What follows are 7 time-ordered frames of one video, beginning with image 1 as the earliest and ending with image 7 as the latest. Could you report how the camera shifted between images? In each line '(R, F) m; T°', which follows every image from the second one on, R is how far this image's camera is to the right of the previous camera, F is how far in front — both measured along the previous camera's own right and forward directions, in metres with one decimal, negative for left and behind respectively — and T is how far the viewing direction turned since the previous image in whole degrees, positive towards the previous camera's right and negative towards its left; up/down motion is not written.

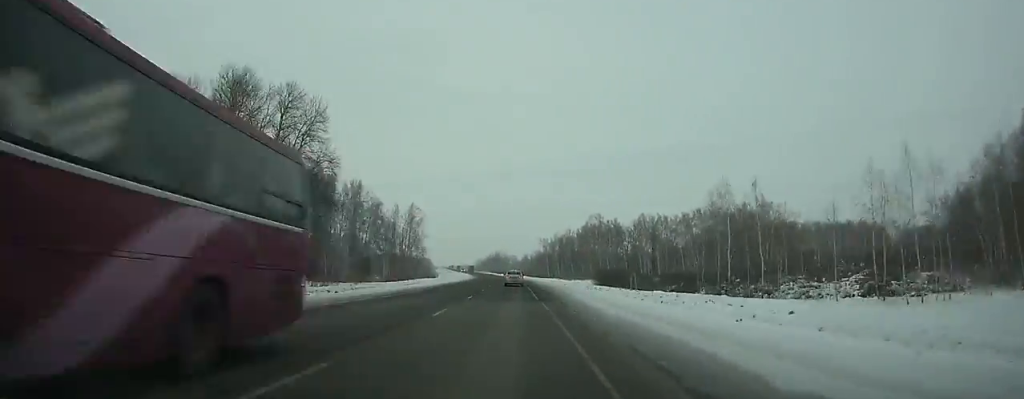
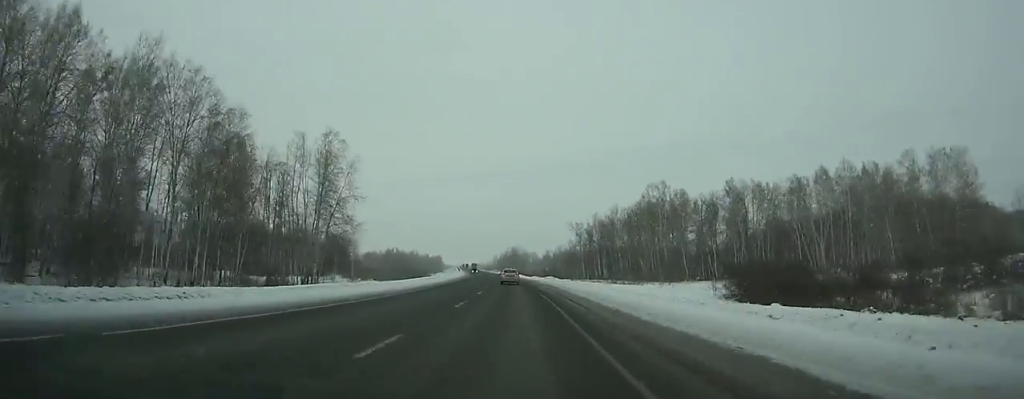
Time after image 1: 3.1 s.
(-1.6, +80.1) m; -3°
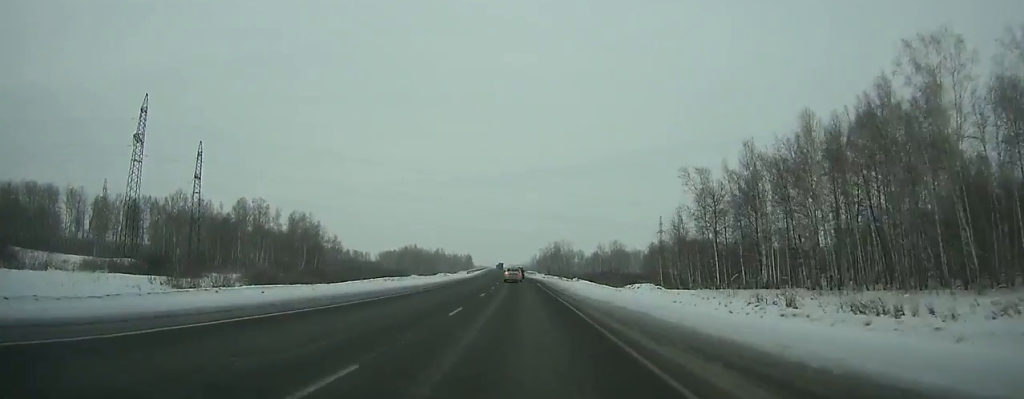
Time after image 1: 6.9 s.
(-2.7, +98.3) m; -3°
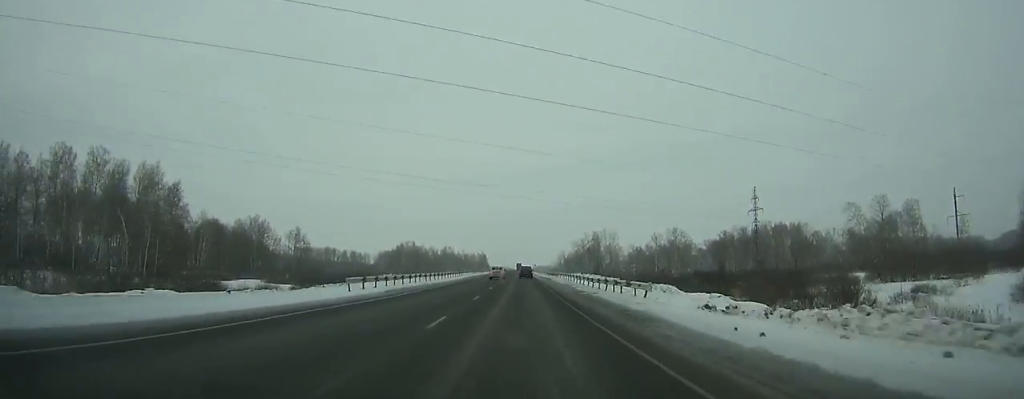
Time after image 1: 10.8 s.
(-1.8, +100.4) m; -2°
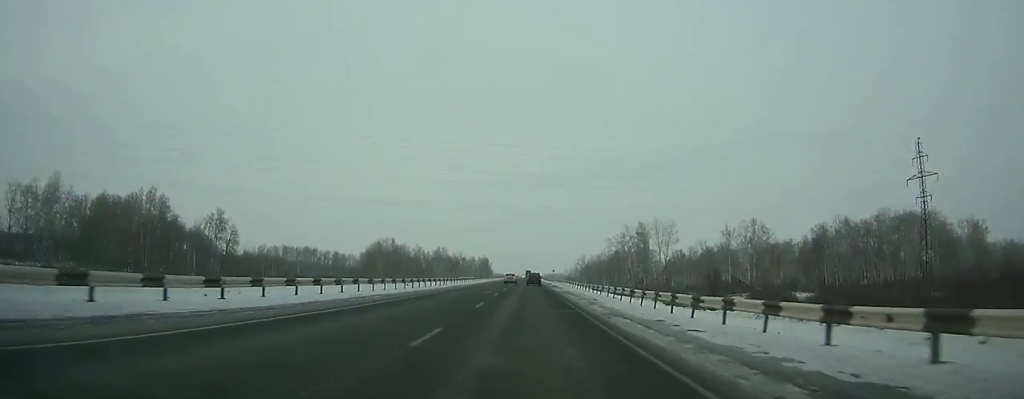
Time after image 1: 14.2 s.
(-0.7, +87.1) m; 0°
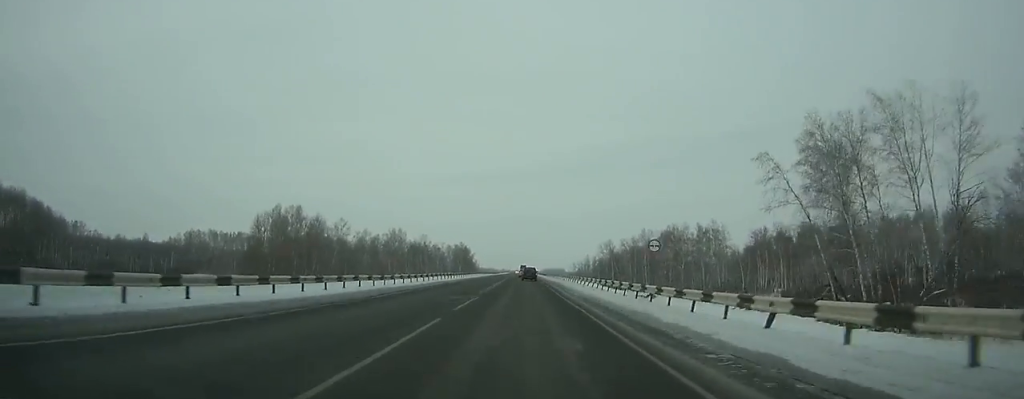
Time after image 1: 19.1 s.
(+0.3, +124.6) m; 0°
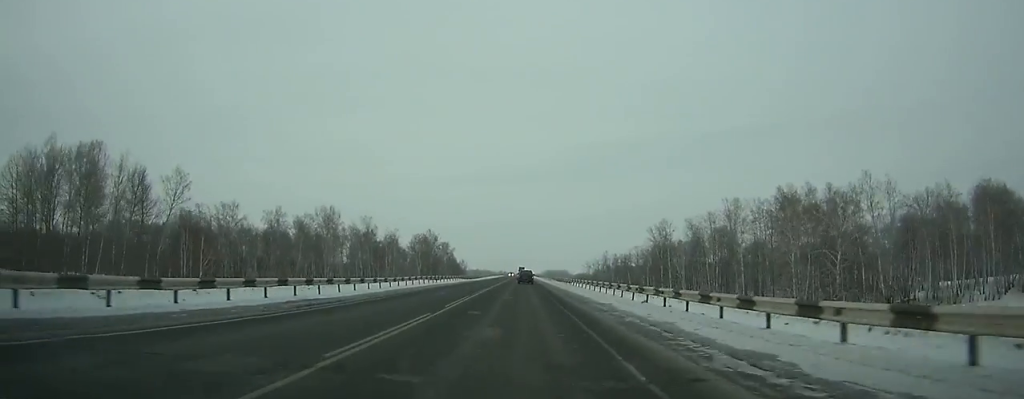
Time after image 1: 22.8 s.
(+0.1, +93.6) m; 0°
